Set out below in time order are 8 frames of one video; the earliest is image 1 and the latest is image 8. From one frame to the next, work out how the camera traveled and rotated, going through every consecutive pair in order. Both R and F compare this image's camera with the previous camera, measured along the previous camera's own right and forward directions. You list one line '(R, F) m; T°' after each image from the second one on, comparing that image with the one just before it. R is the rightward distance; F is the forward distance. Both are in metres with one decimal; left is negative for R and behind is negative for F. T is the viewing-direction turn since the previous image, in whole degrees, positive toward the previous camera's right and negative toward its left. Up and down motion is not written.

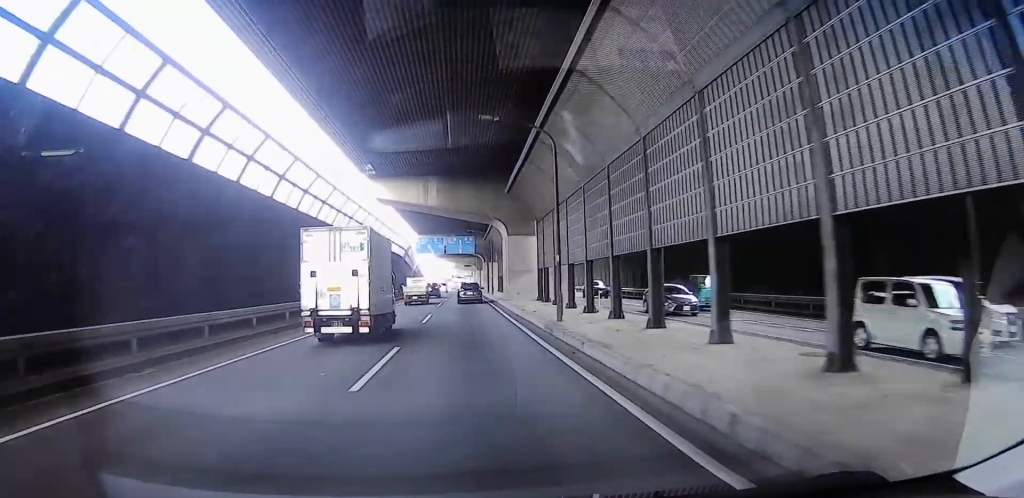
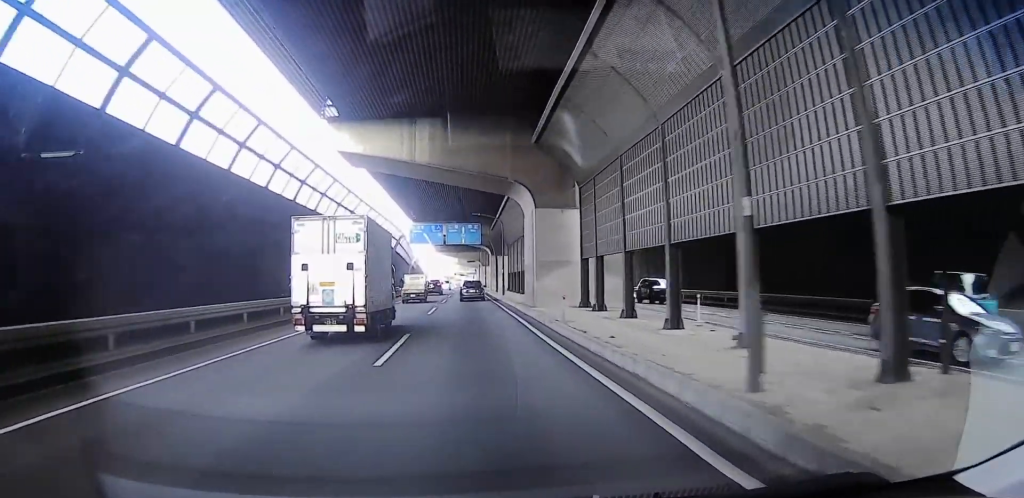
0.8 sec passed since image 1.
(-0.4, +13.3) m; 0°
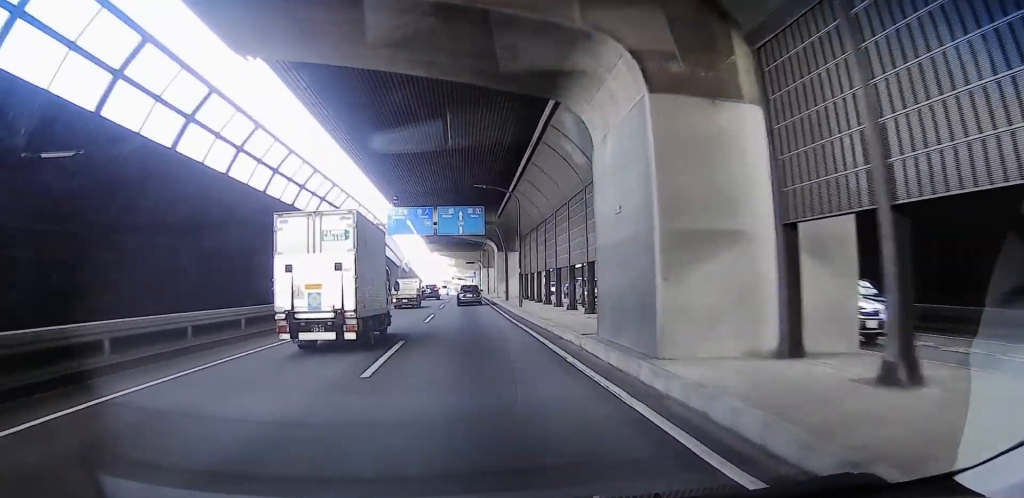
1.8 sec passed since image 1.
(0.0, +16.9) m; 0°
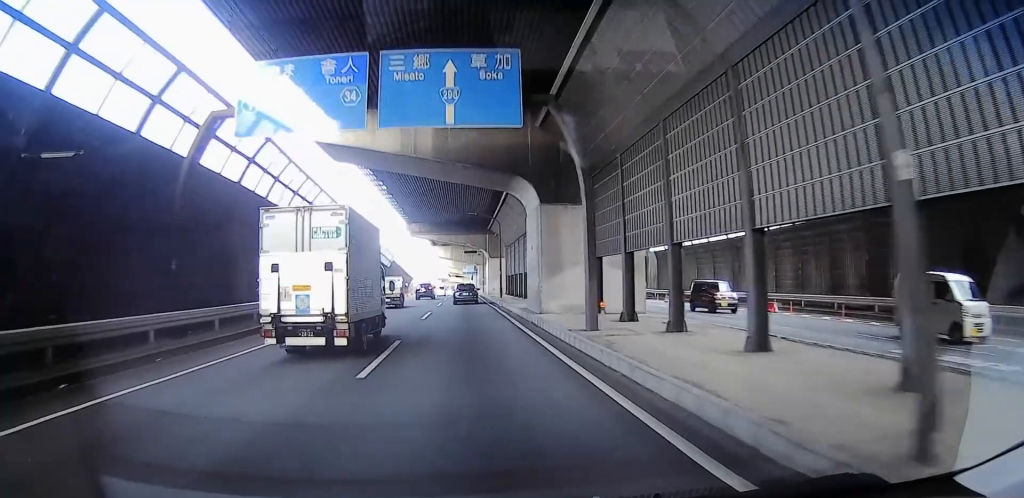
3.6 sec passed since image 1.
(-0.9, +31.2) m; -2°
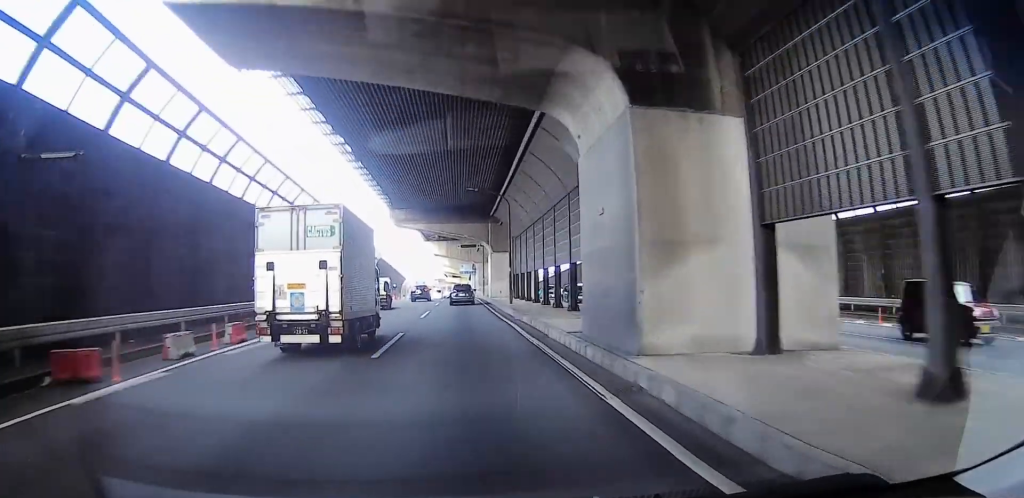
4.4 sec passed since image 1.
(+0.4, +12.7) m; +2°
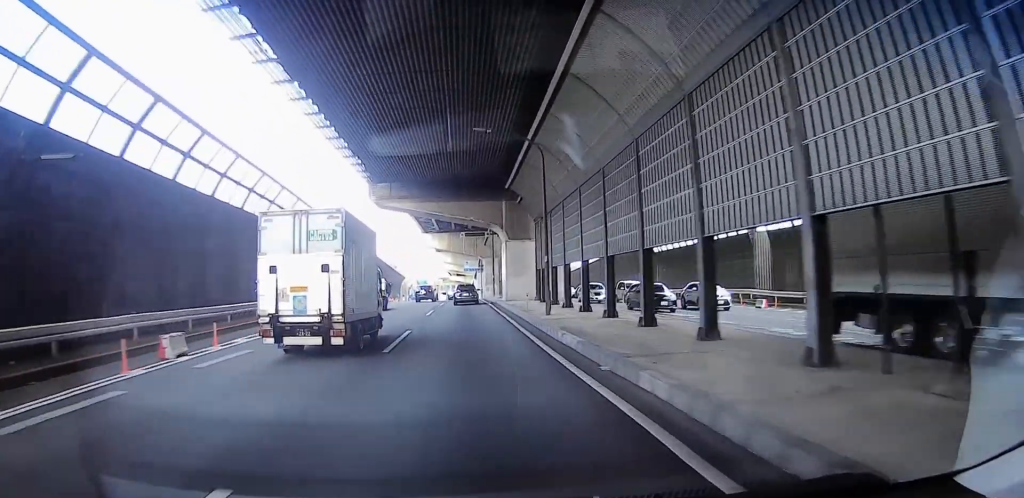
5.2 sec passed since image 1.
(0.0, +15.0) m; -1°
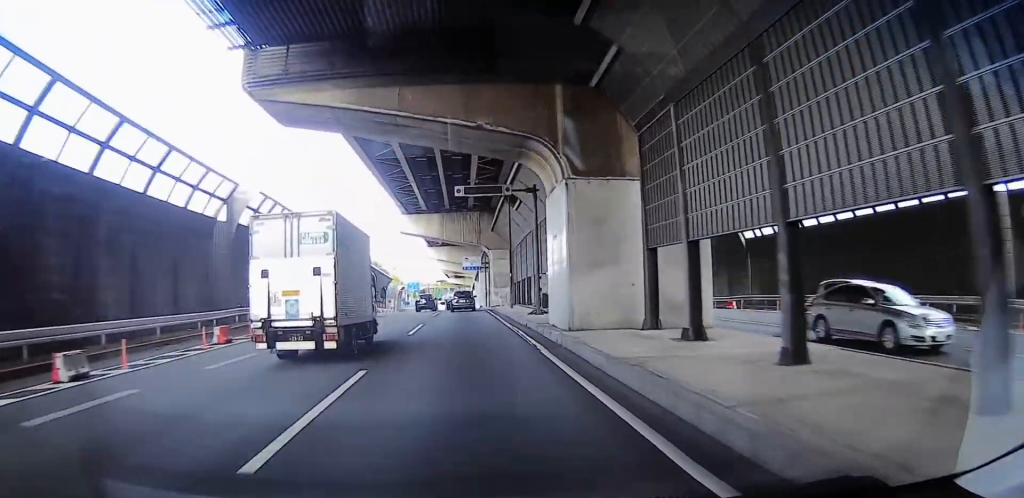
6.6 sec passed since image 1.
(0.0, +23.8) m; +1°
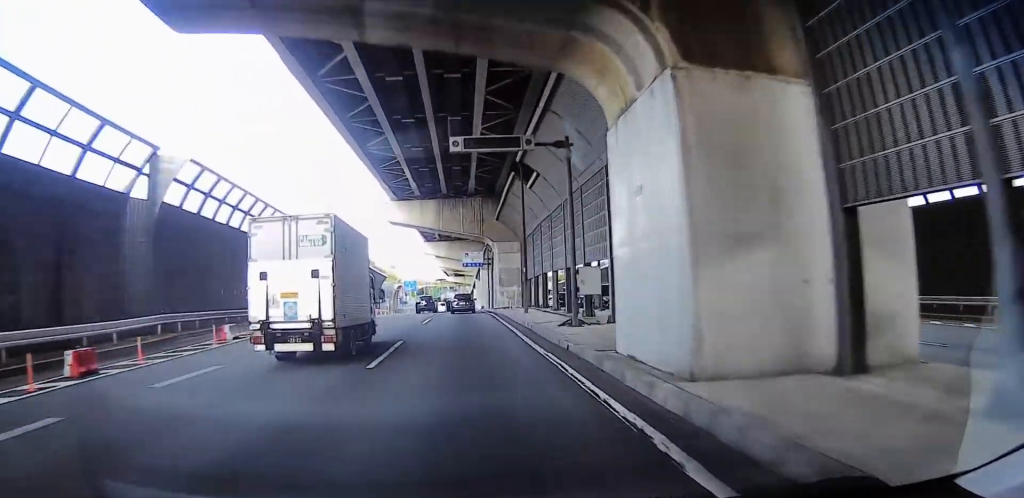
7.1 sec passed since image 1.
(+0.6, +8.2) m; -1°
